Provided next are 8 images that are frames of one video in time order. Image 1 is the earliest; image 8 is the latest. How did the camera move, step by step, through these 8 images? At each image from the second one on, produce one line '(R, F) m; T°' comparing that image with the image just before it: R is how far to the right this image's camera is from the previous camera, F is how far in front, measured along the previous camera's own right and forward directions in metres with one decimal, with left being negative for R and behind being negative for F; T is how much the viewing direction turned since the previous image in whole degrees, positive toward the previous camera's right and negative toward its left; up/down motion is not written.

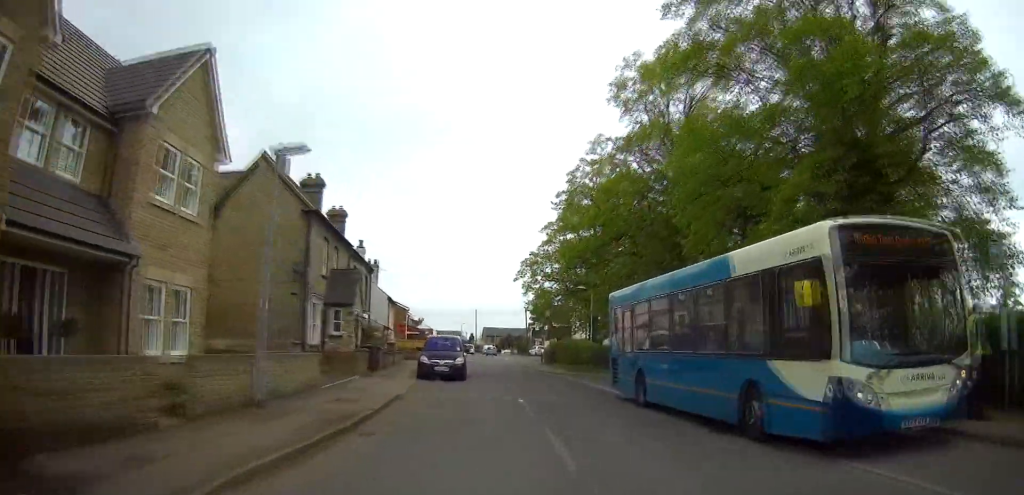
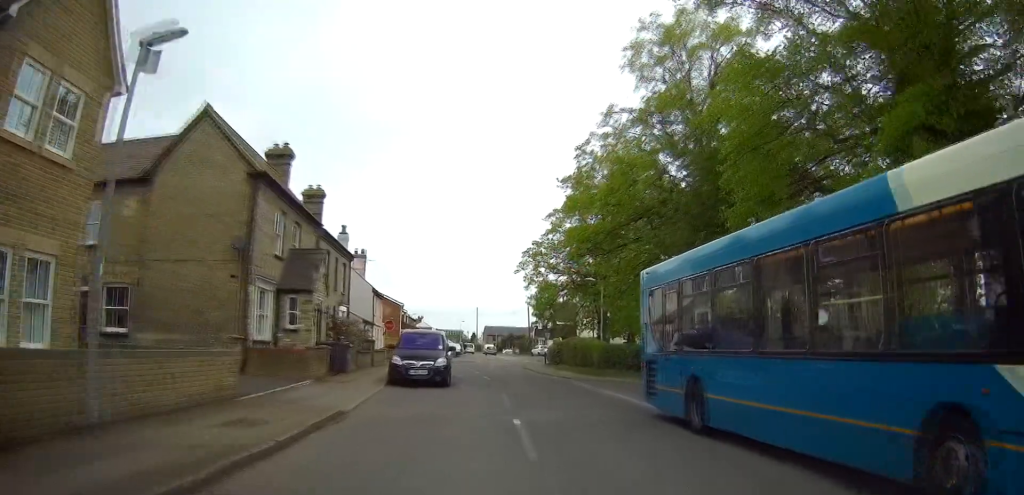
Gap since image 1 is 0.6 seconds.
(+0.5, +4.9) m; +8°
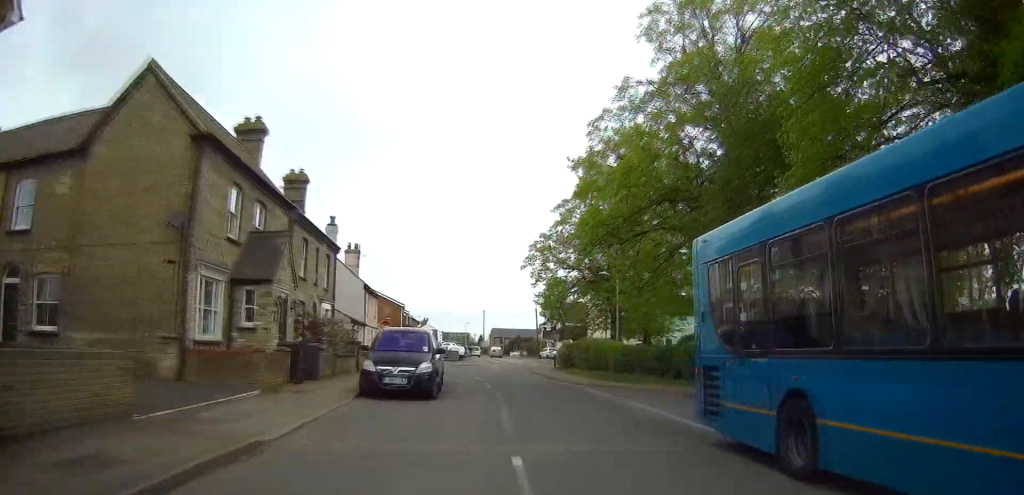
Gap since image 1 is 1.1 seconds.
(+0.2, +4.1) m; +4°
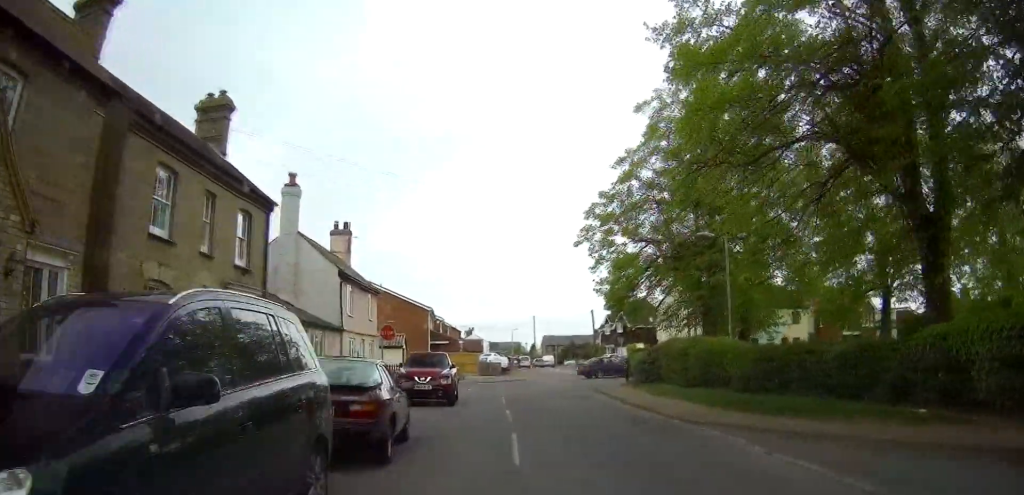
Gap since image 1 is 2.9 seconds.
(+0.8, +14.8) m; -4°
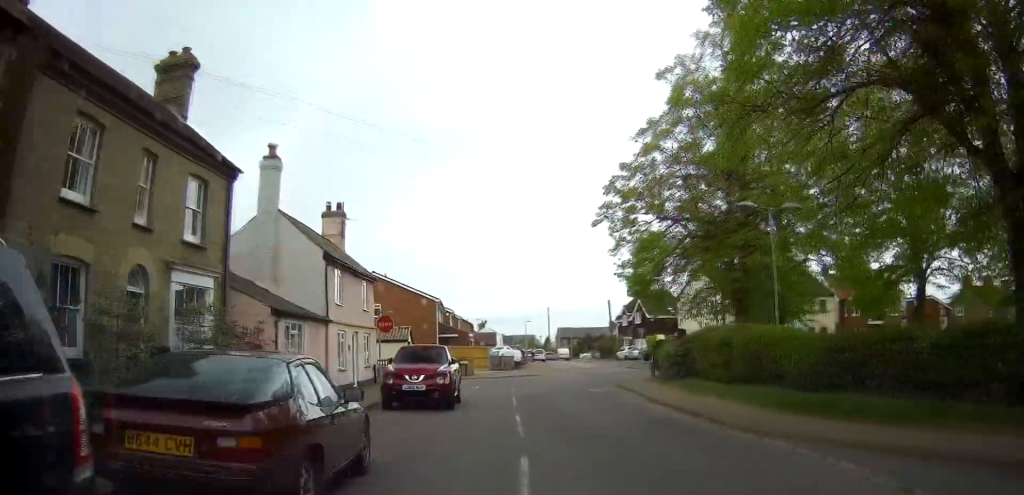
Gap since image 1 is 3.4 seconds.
(-0.4, +3.8) m; -5°
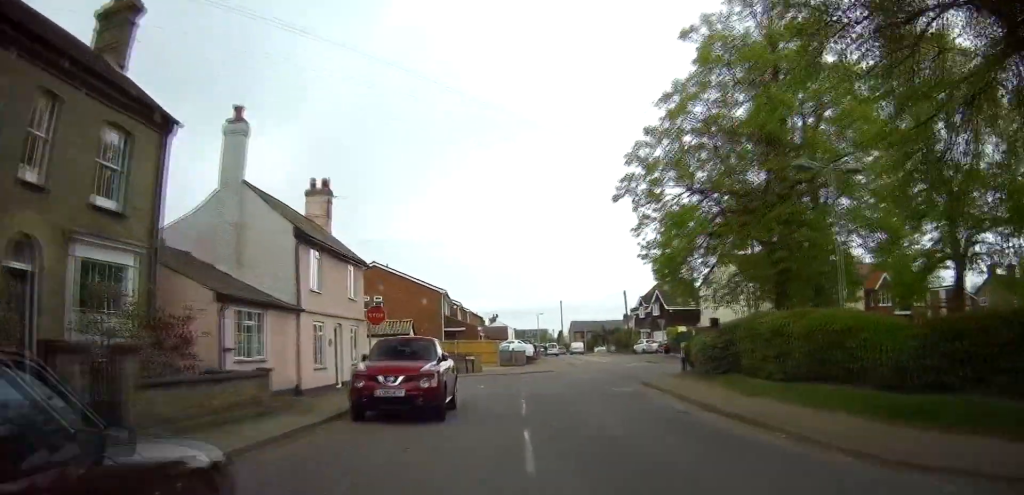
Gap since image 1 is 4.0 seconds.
(-0.2, +4.3) m; -5°
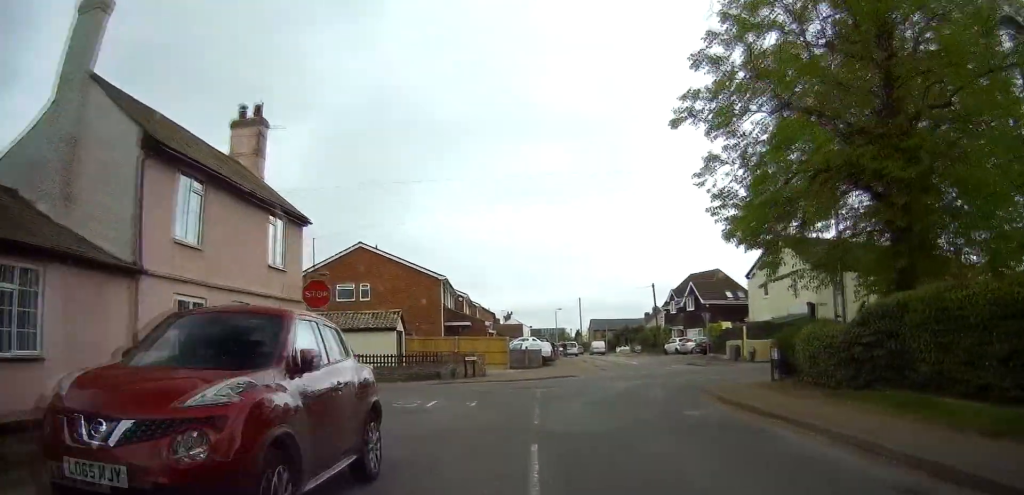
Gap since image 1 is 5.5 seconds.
(-0.5, +9.5) m; -4°
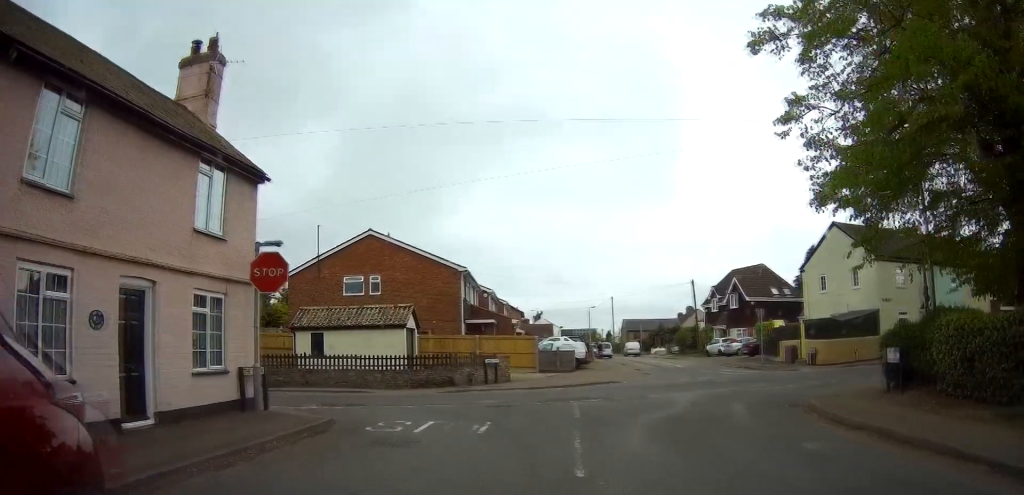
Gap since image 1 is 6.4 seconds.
(-0.1, +5.4) m; -5°
